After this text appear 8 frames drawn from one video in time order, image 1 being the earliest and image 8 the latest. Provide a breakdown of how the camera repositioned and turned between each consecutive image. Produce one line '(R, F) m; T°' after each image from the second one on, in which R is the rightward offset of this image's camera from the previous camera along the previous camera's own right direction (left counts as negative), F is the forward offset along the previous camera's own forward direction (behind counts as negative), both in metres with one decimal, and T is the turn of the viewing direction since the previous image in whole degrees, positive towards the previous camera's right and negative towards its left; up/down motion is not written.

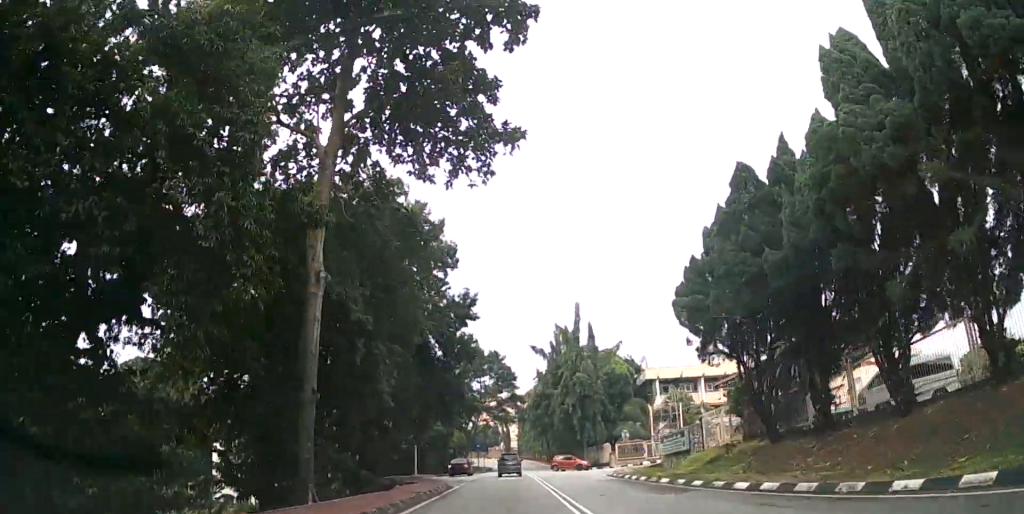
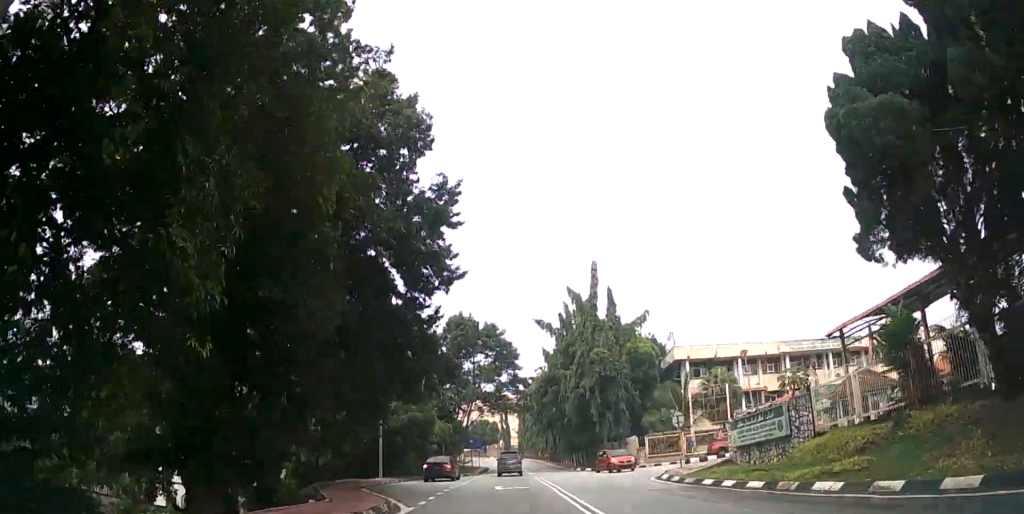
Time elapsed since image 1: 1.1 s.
(-0.2, +13.1) m; -1°
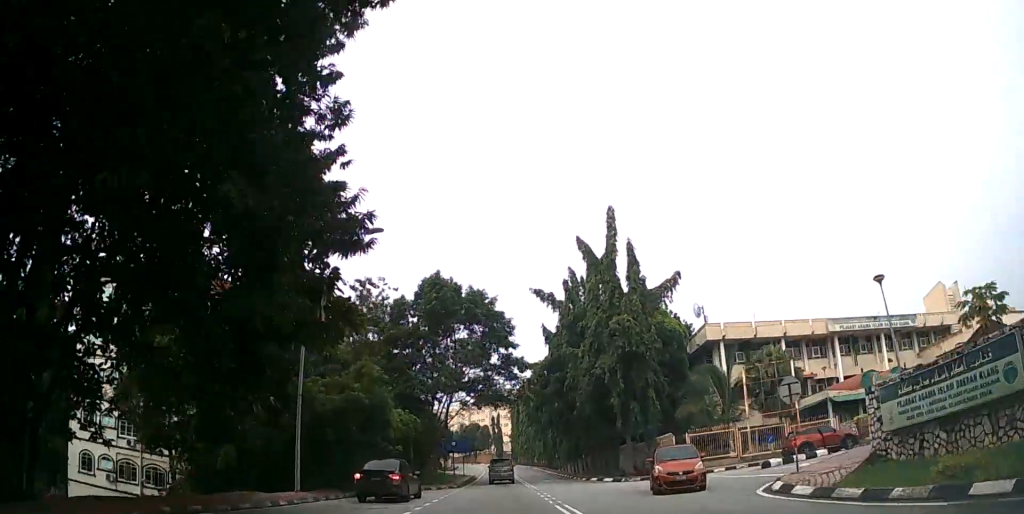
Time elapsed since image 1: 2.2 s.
(+0.1, +12.8) m; +1°
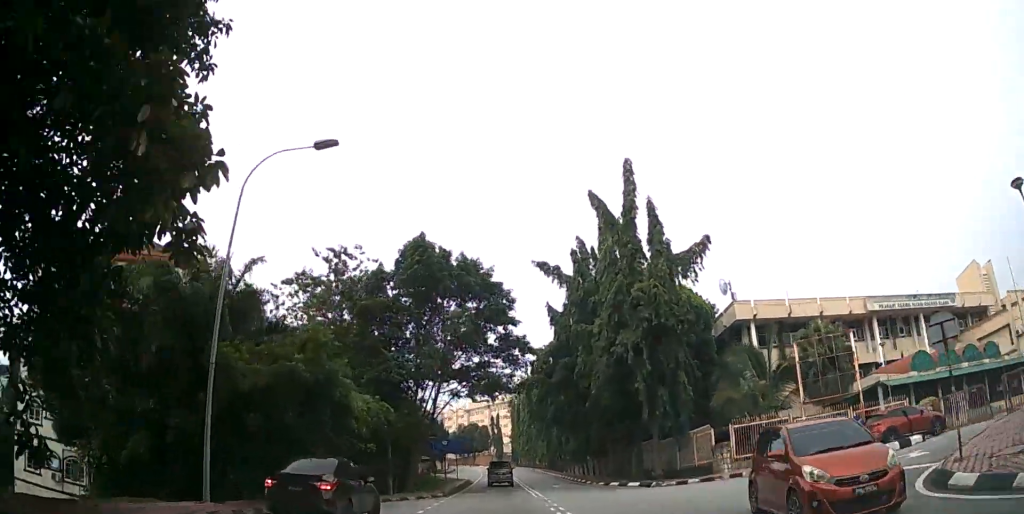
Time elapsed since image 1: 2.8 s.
(+0.1, +6.9) m; +1°
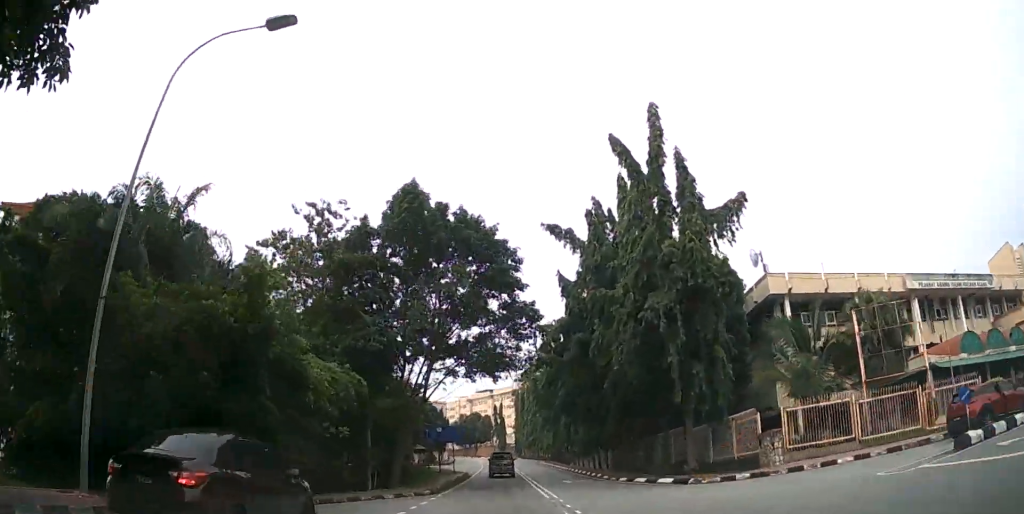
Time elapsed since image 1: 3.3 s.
(0.0, +5.1) m; 0°
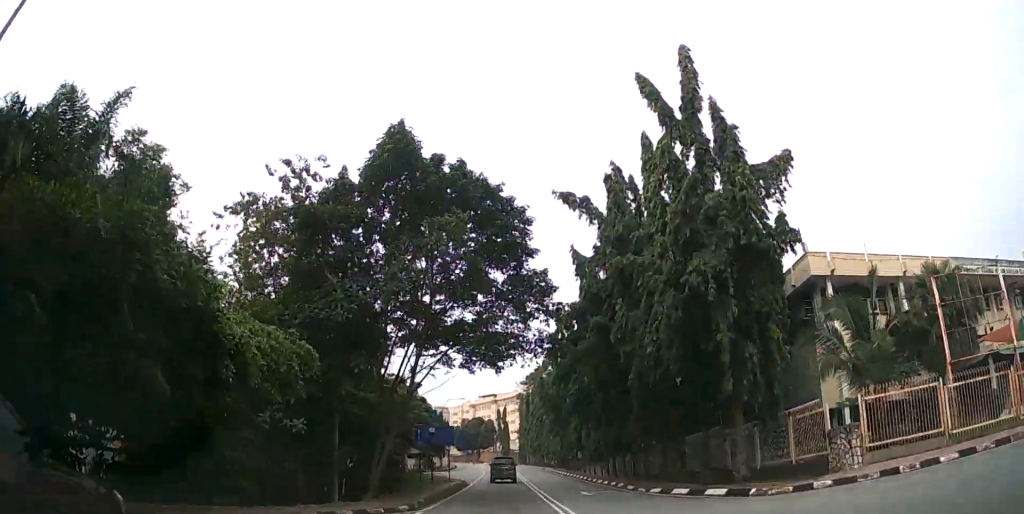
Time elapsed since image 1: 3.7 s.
(0.0, +5.2) m; 0°
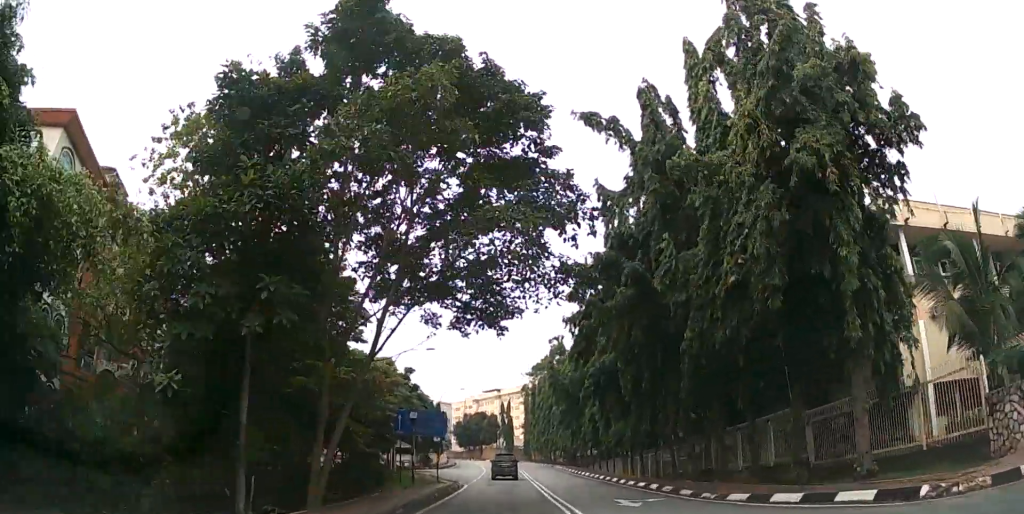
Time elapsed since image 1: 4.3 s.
(0.0, +7.3) m; 0°
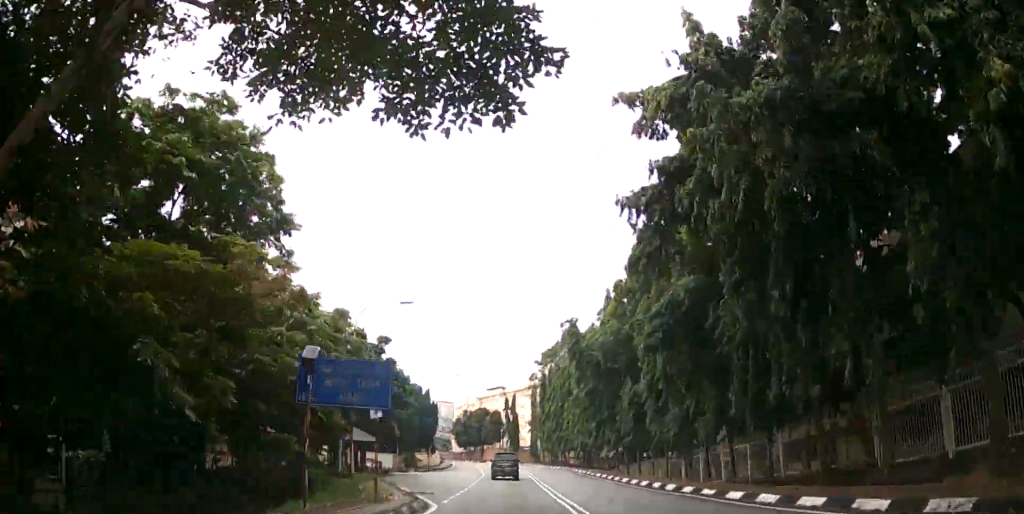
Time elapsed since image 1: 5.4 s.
(-0.2, +13.4) m; -1°
